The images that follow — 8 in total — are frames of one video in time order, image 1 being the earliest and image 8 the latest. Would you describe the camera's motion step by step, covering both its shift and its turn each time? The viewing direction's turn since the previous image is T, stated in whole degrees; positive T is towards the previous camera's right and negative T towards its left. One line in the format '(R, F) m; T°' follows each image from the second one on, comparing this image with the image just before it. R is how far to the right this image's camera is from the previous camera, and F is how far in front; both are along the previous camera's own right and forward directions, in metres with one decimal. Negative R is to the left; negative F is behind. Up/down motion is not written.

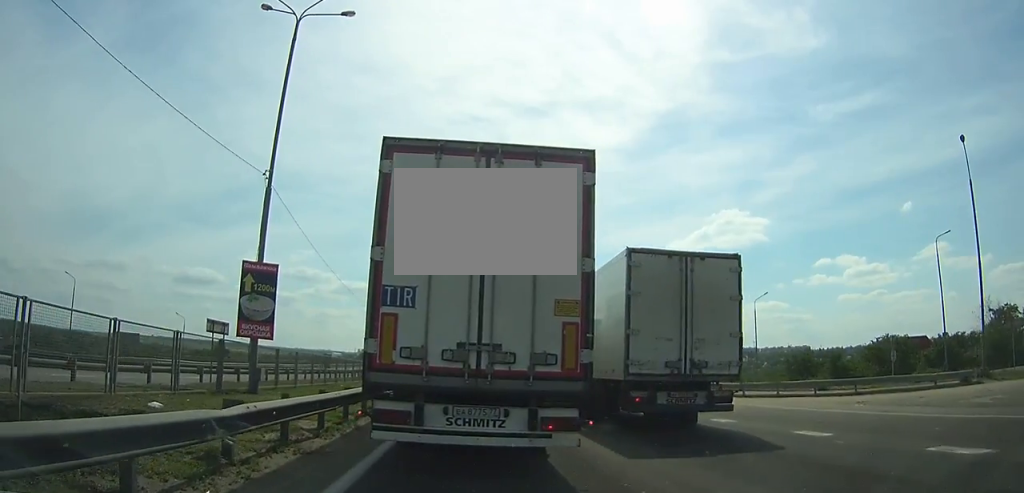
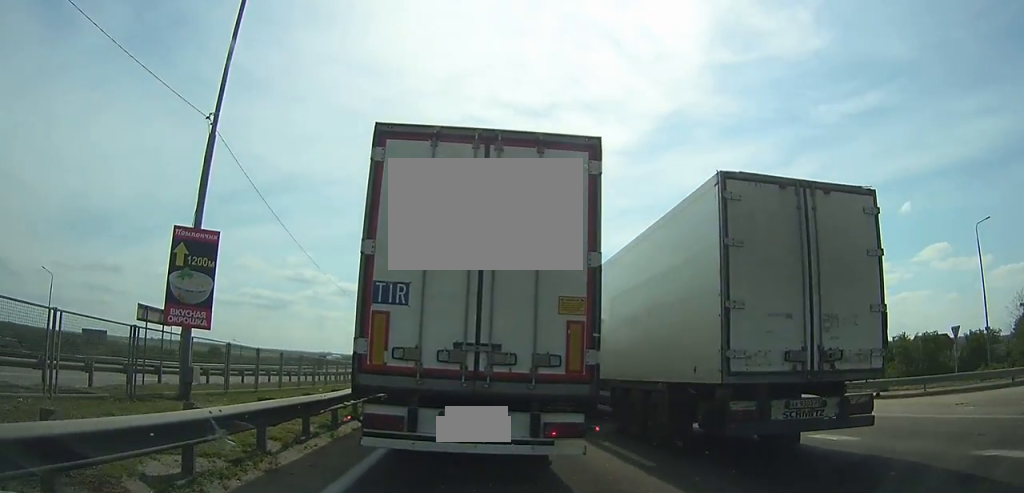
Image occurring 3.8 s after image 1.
(+0.1, +4.5) m; 0°
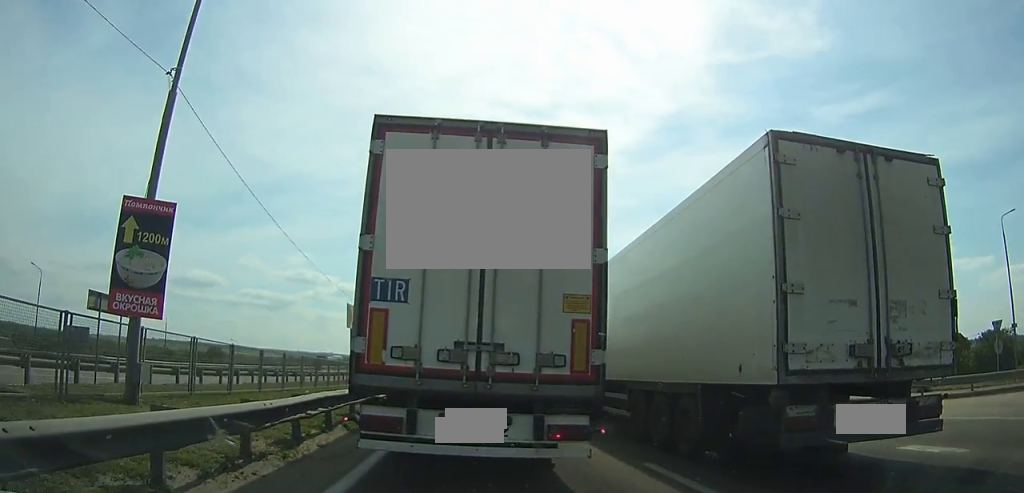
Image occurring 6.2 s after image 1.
(0.0, +2.8) m; +1°
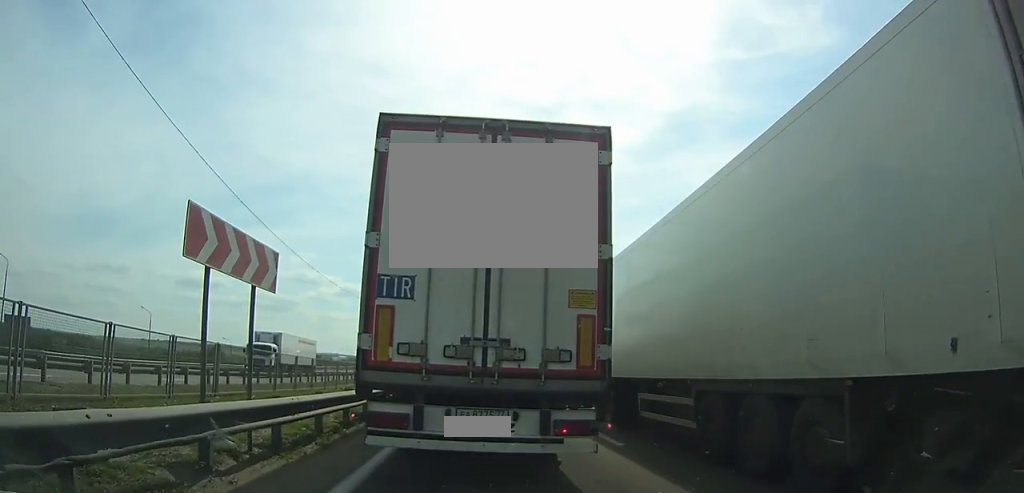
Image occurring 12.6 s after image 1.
(0.0, +7.3) m; -2°
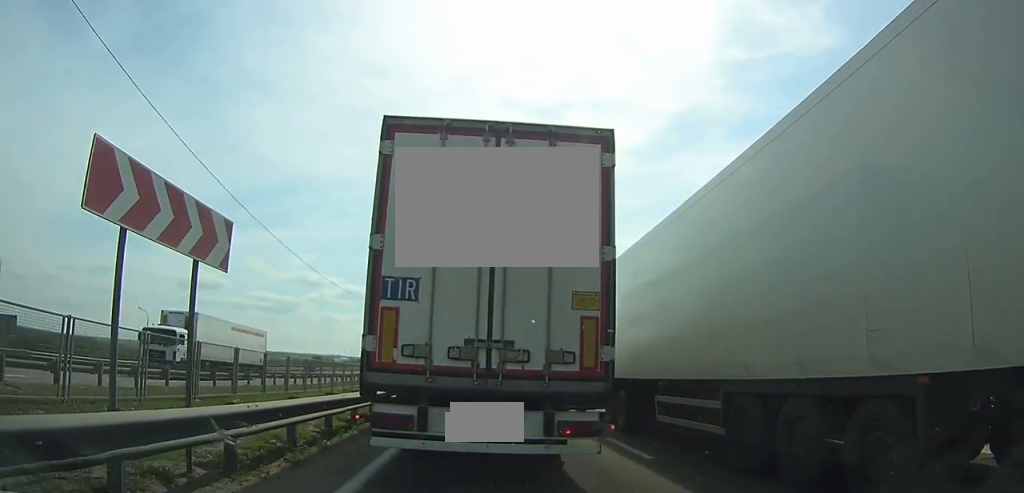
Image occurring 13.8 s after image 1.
(0.0, +1.4) m; -1°
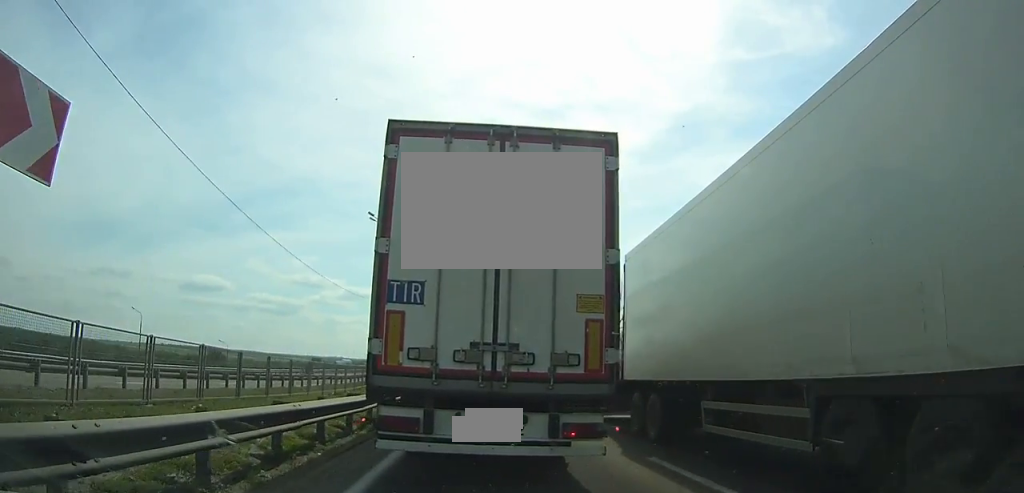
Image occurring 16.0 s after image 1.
(+0.1, +2.6) m; +1°
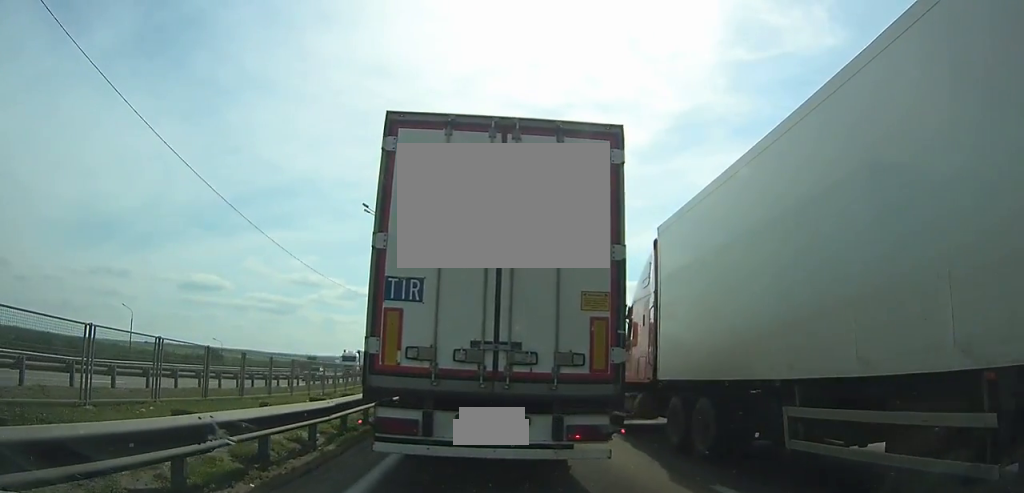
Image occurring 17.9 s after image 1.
(0.0, +2.3) m; -1°
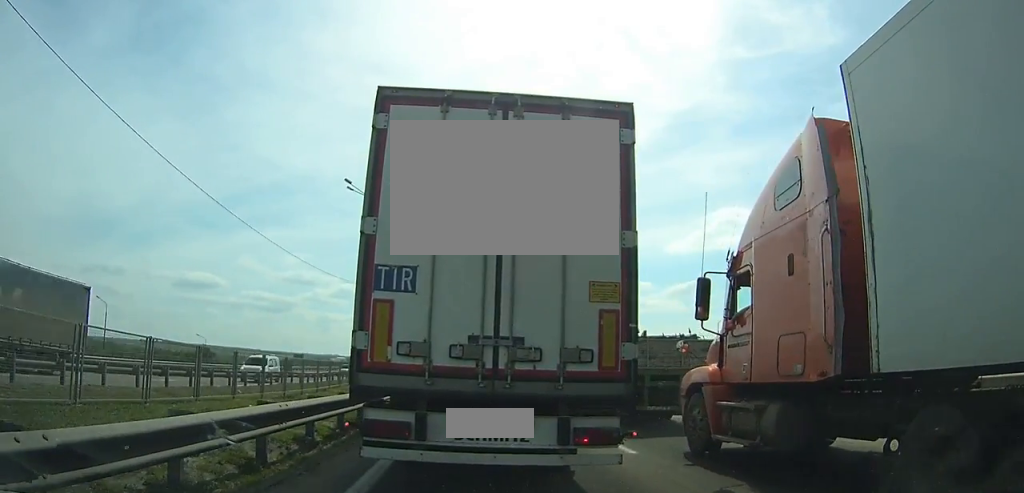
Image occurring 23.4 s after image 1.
(-0.4, +6.2) m; -8°
